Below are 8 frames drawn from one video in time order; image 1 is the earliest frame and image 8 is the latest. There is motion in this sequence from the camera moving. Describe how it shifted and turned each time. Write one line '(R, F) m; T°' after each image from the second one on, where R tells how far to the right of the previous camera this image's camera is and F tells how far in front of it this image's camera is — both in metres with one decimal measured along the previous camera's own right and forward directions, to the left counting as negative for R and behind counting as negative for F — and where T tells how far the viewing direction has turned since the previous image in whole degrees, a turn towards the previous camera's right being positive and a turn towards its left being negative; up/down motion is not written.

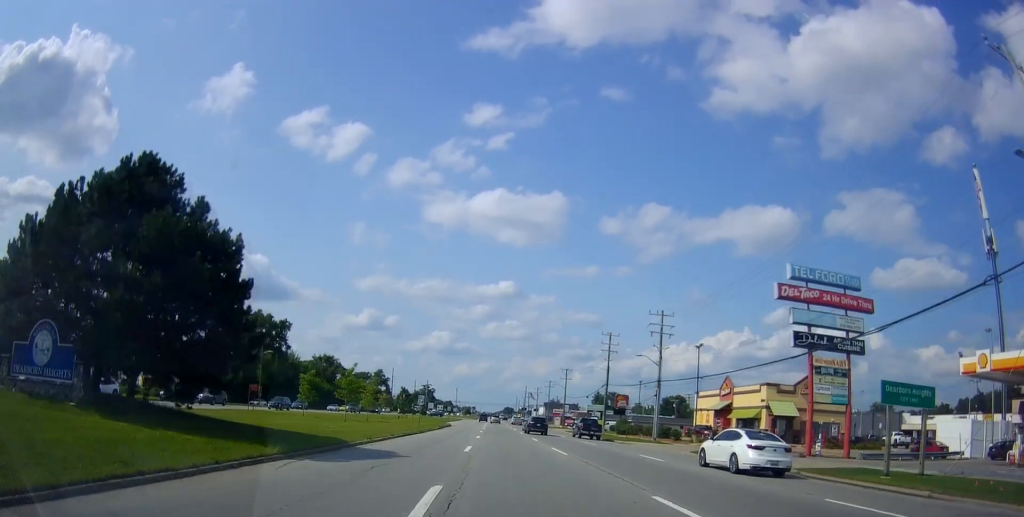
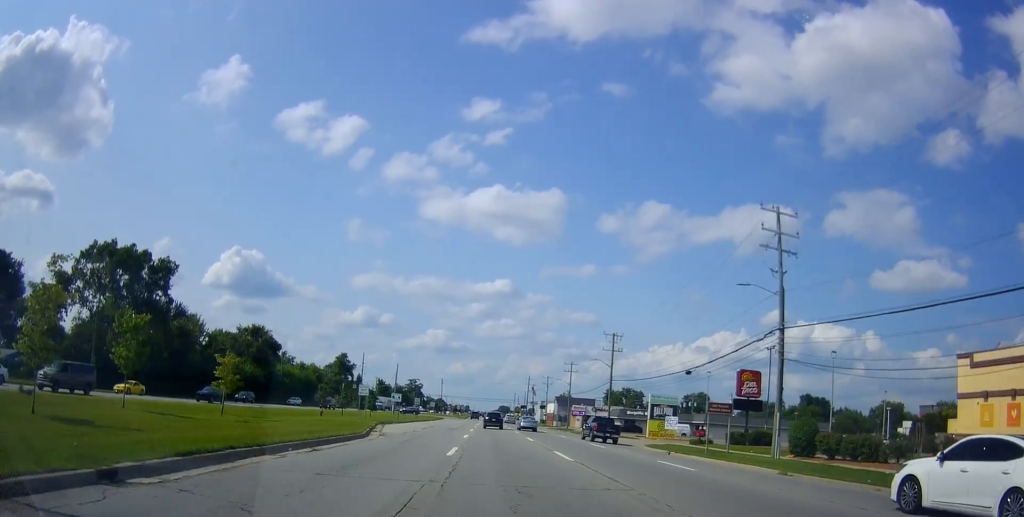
(-0.2, +51.6) m; 0°
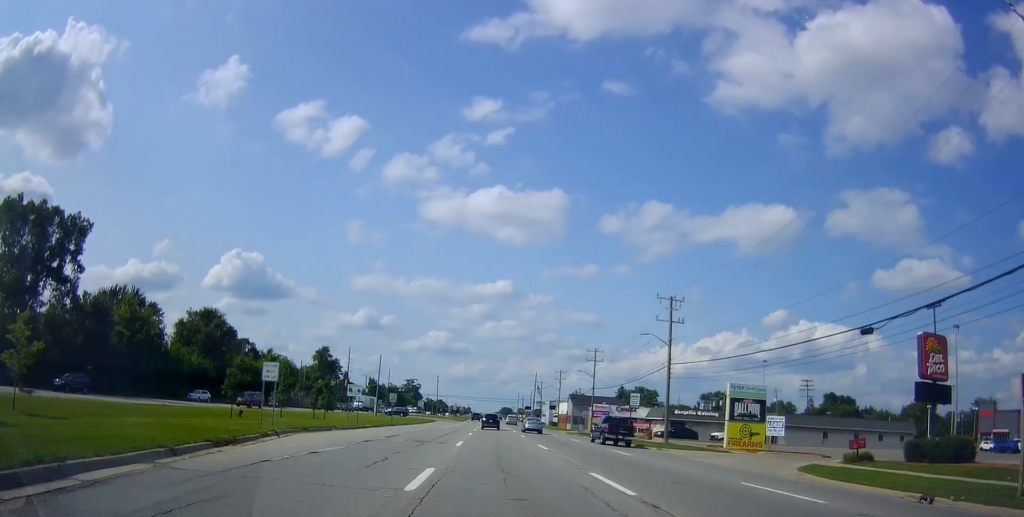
(+0.4, +23.2) m; +1°
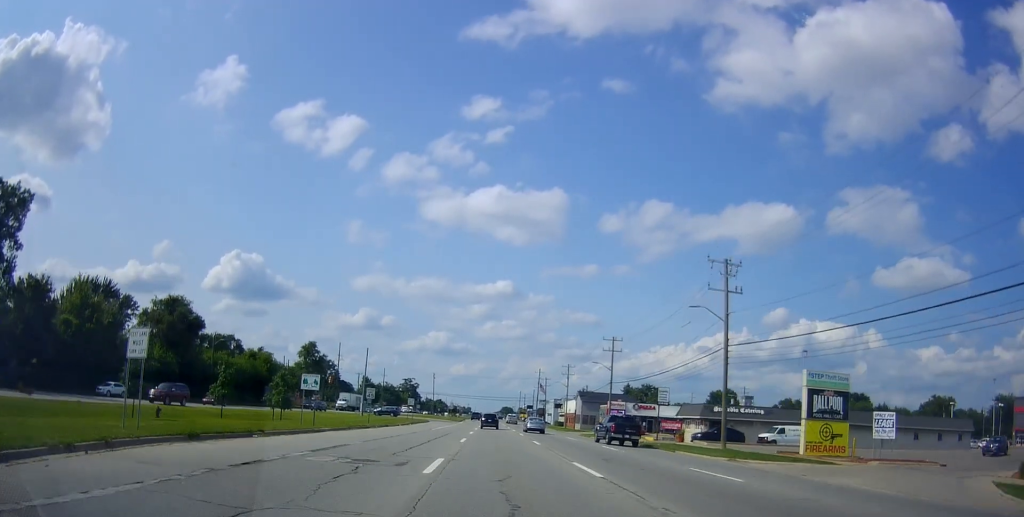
(0.0, +12.4) m; 0°
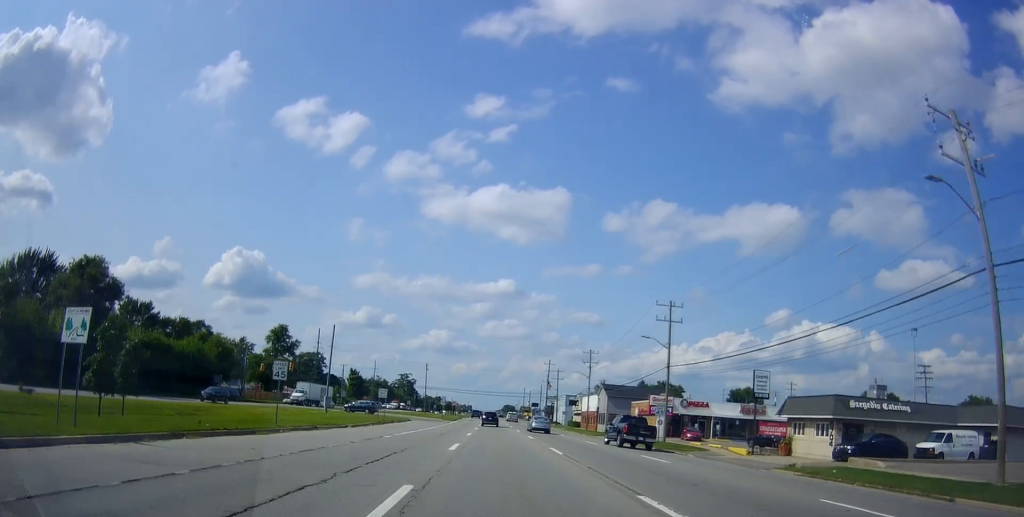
(-0.2, +23.2) m; 0°
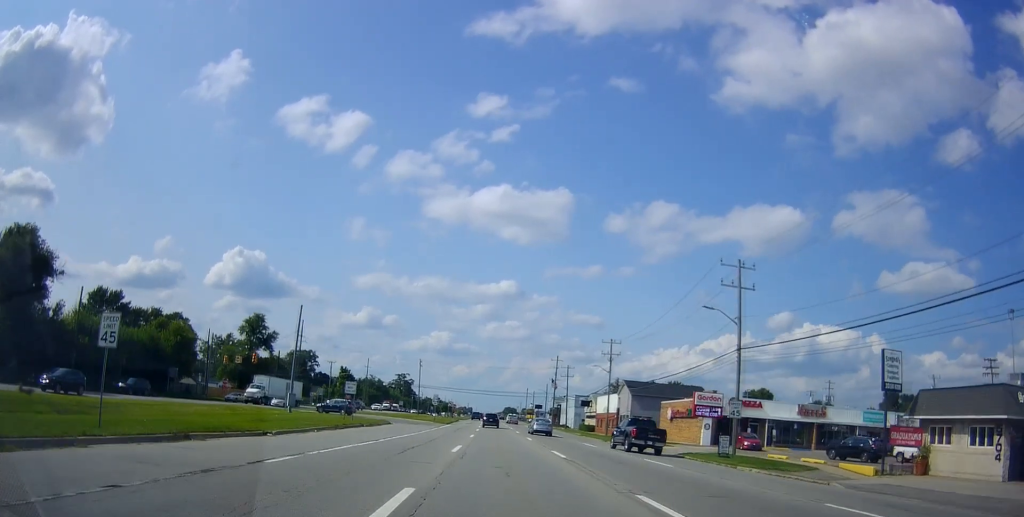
(+0.3, +14.7) m; -1°
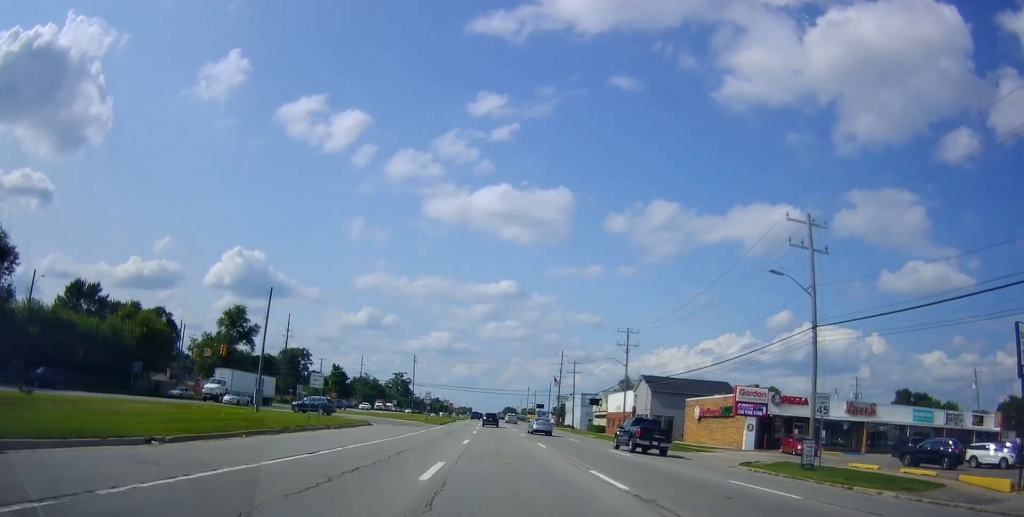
(-0.2, +9.3) m; 0°
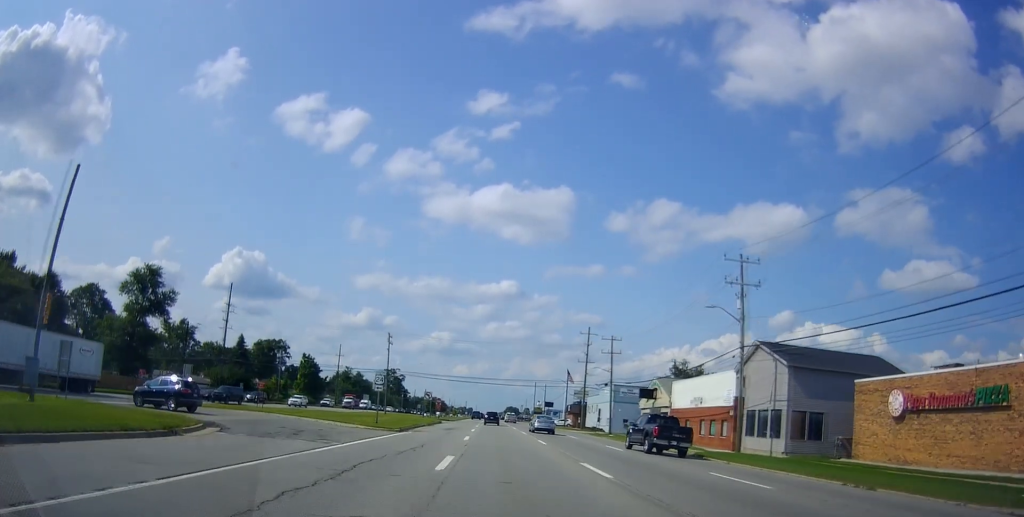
(0.0, +31.1) m; 0°
